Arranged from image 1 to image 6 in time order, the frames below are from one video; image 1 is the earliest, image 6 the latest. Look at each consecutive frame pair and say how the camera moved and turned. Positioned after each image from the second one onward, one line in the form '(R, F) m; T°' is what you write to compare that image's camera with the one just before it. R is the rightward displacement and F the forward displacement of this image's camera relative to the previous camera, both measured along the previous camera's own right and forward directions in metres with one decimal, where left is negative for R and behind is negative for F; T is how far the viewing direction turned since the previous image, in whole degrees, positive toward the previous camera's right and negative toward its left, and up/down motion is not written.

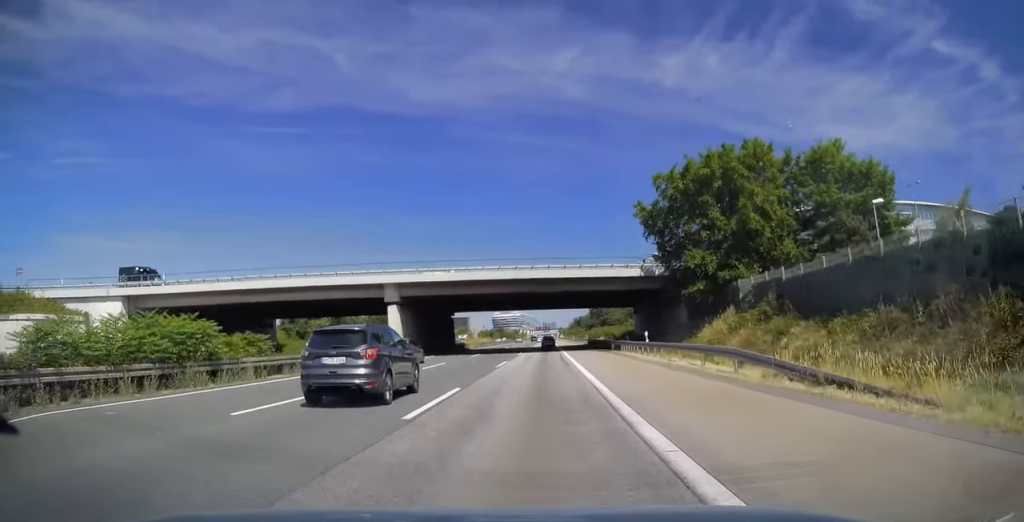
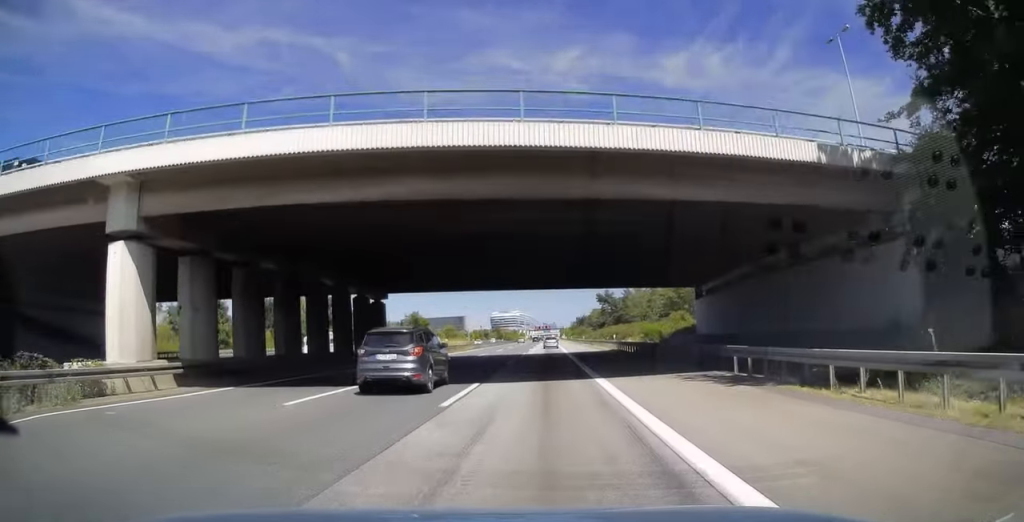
(0.0, +33.8) m; 0°
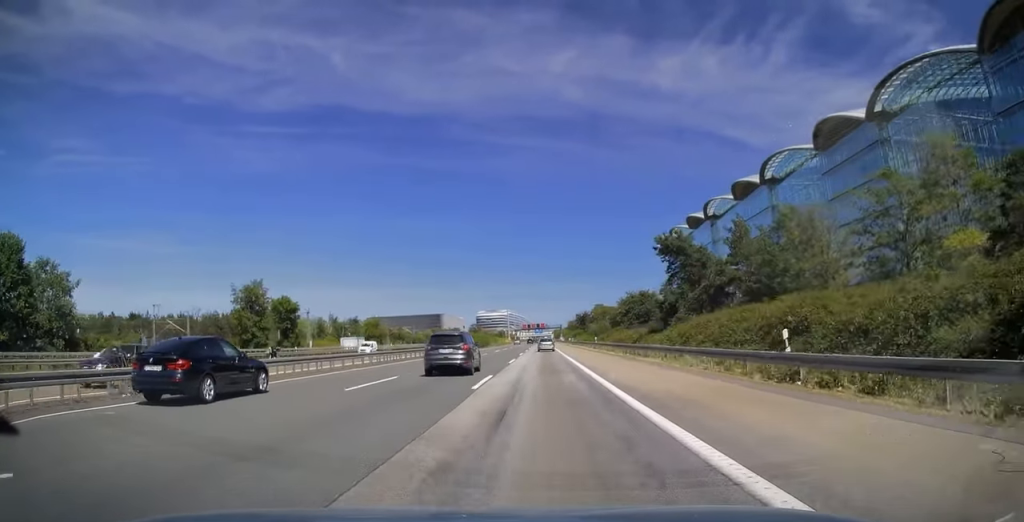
(+0.1, +85.6) m; +1°
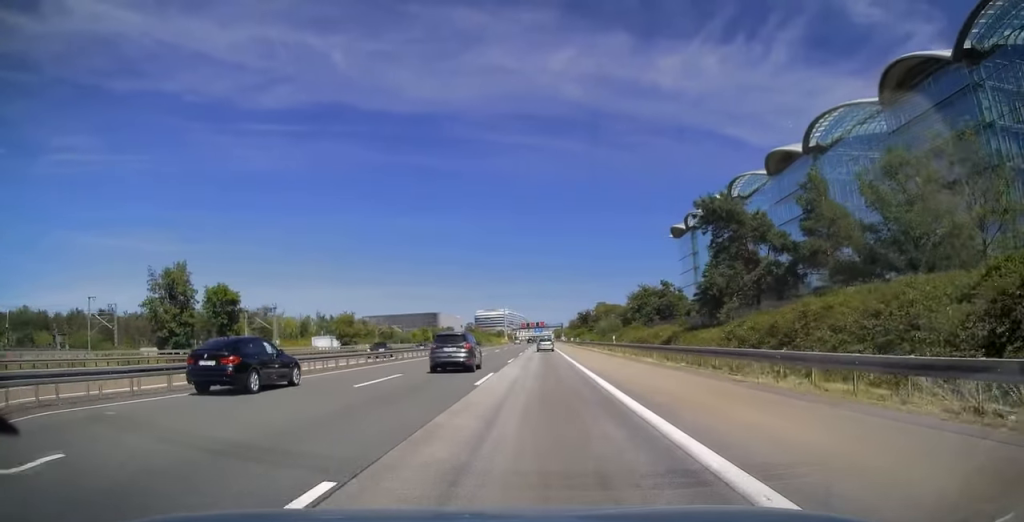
(+0.2, +16.9) m; 0°
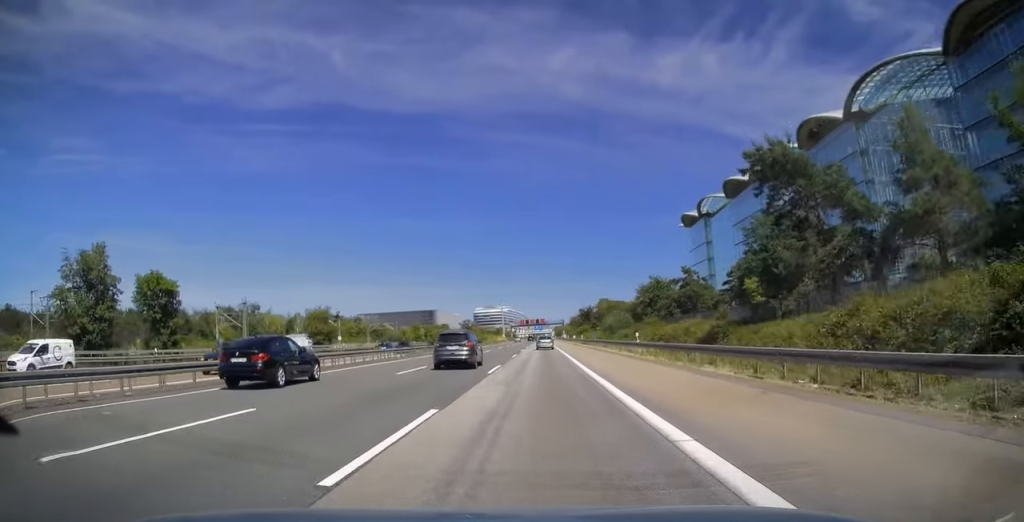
(0.0, +12.4) m; 0°
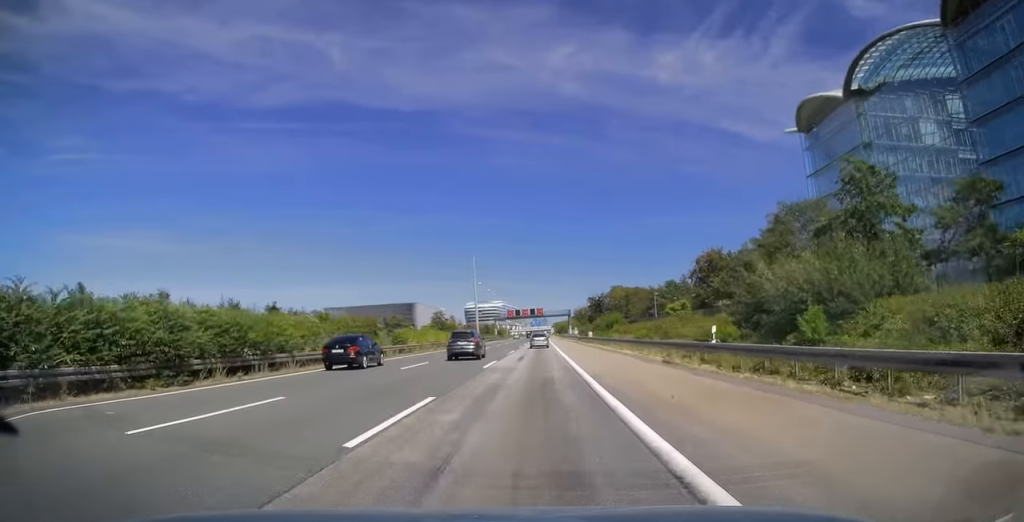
(-0.2, +69.3) m; 0°
